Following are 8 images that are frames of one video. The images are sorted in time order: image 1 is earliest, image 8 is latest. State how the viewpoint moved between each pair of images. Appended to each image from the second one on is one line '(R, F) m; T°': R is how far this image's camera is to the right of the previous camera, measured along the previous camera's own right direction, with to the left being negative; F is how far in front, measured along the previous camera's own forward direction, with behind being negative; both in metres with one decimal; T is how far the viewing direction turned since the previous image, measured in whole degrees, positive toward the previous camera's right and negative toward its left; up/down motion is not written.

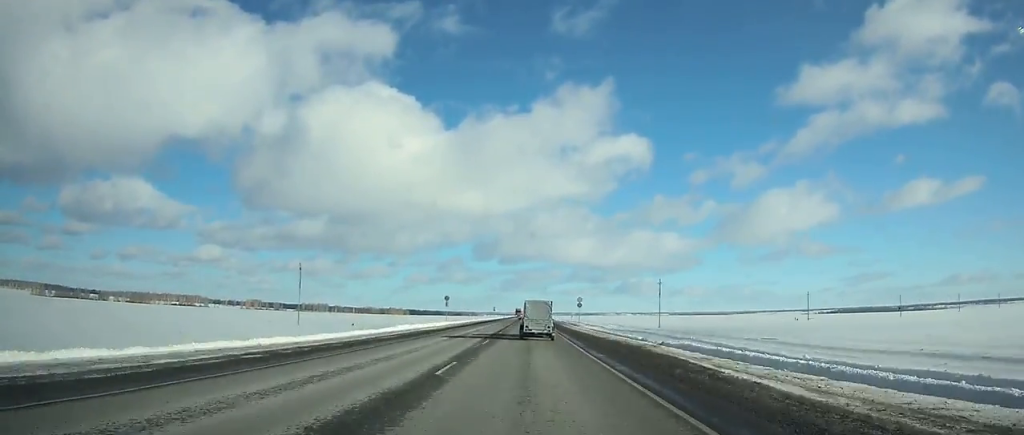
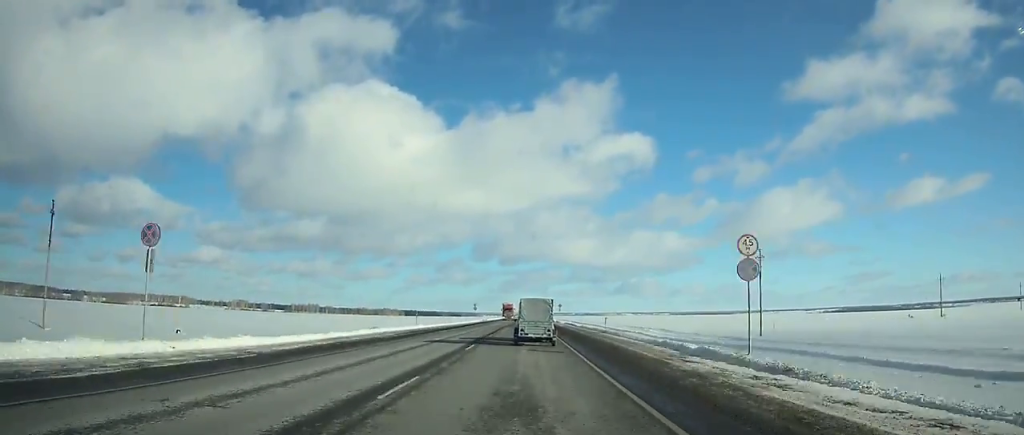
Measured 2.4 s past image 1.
(+0.1, +66.4) m; 0°
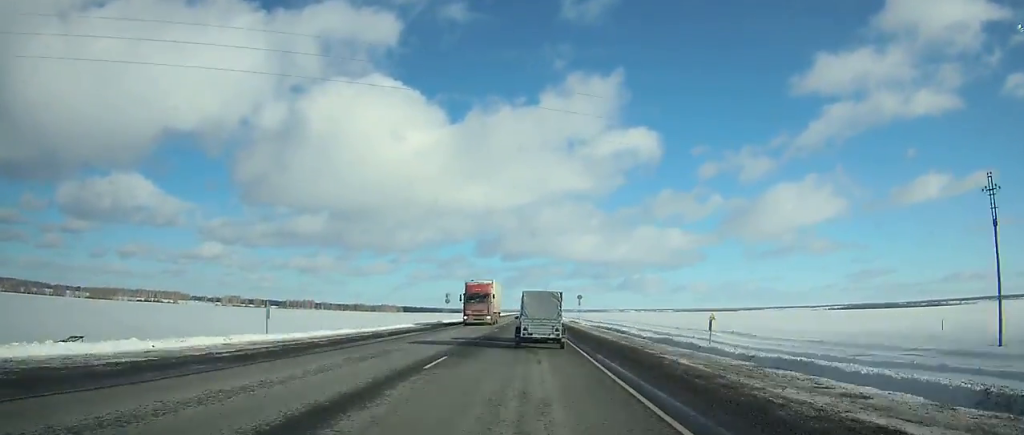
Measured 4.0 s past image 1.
(-0.2, +45.2) m; 0°
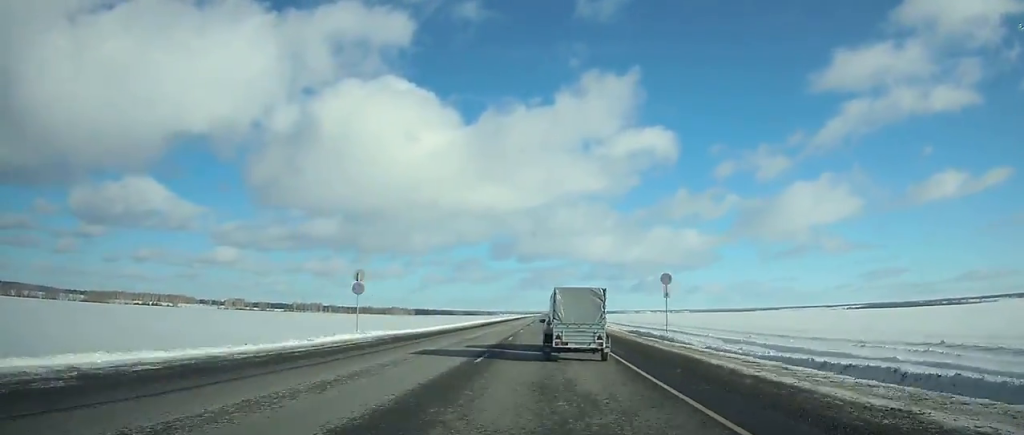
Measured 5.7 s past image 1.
(-0.2, +48.9) m; -1°
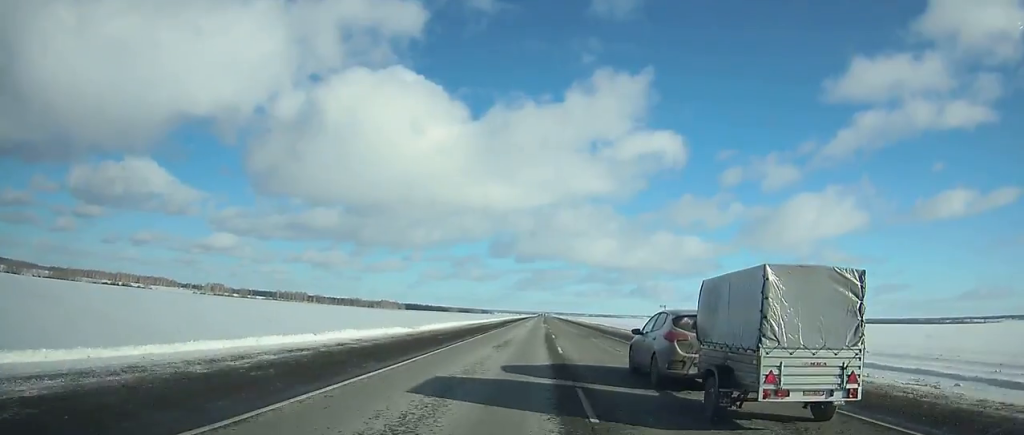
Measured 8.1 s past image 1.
(-0.6, +70.9) m; 0°
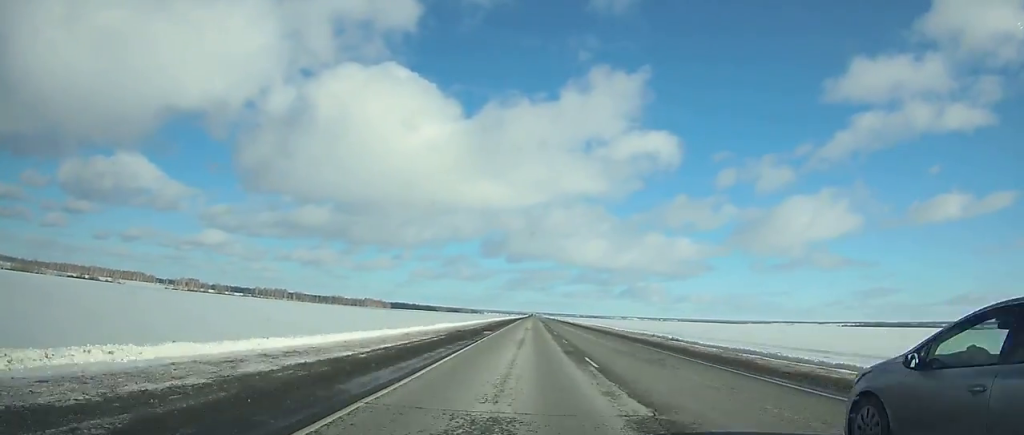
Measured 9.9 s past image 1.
(+0.2, +54.4) m; +1°
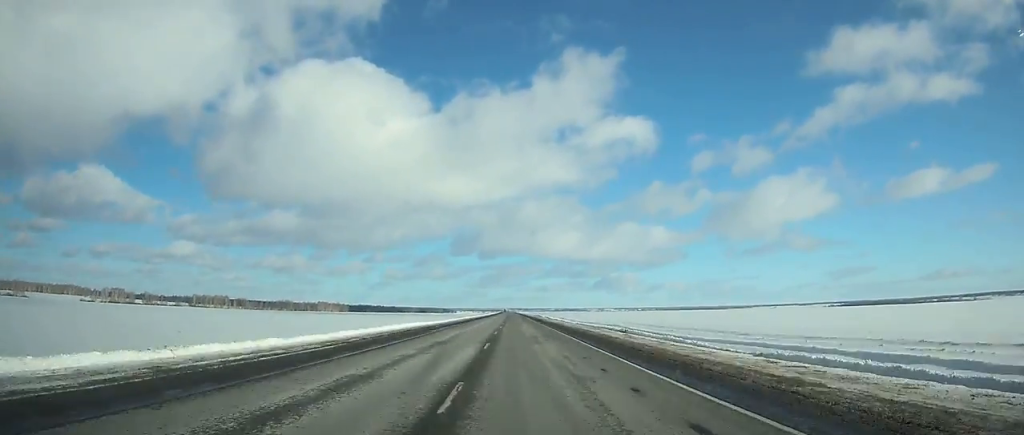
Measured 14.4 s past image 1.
(+2.8, +139.6) m; +1°
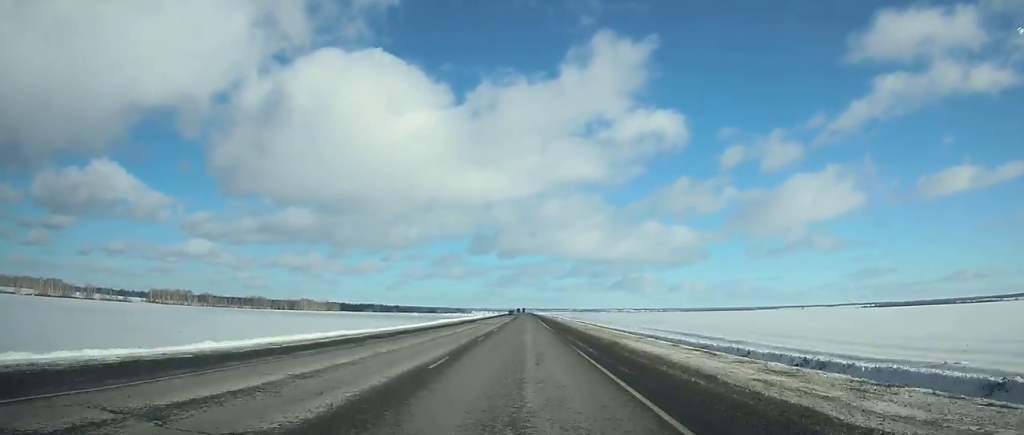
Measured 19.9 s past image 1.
(-1.6, +169.7) m; -1°
